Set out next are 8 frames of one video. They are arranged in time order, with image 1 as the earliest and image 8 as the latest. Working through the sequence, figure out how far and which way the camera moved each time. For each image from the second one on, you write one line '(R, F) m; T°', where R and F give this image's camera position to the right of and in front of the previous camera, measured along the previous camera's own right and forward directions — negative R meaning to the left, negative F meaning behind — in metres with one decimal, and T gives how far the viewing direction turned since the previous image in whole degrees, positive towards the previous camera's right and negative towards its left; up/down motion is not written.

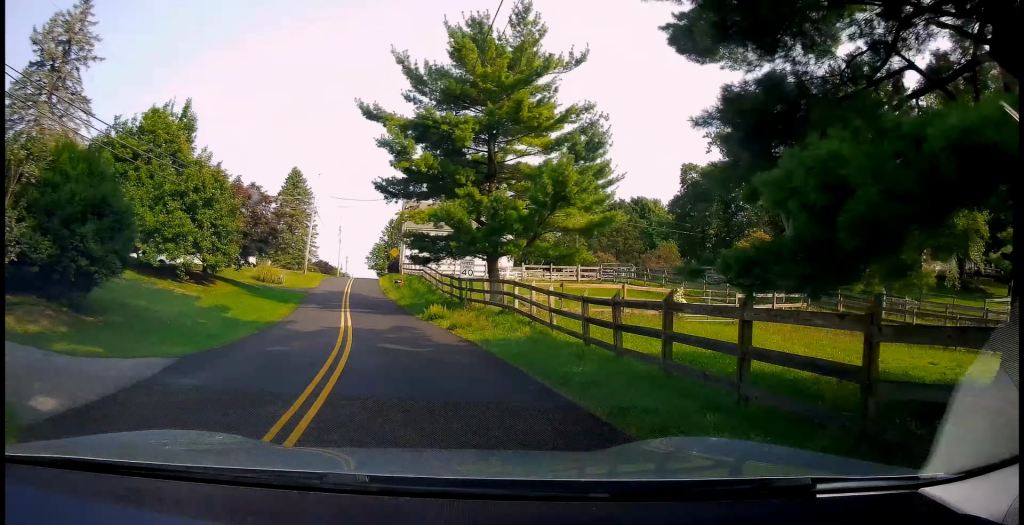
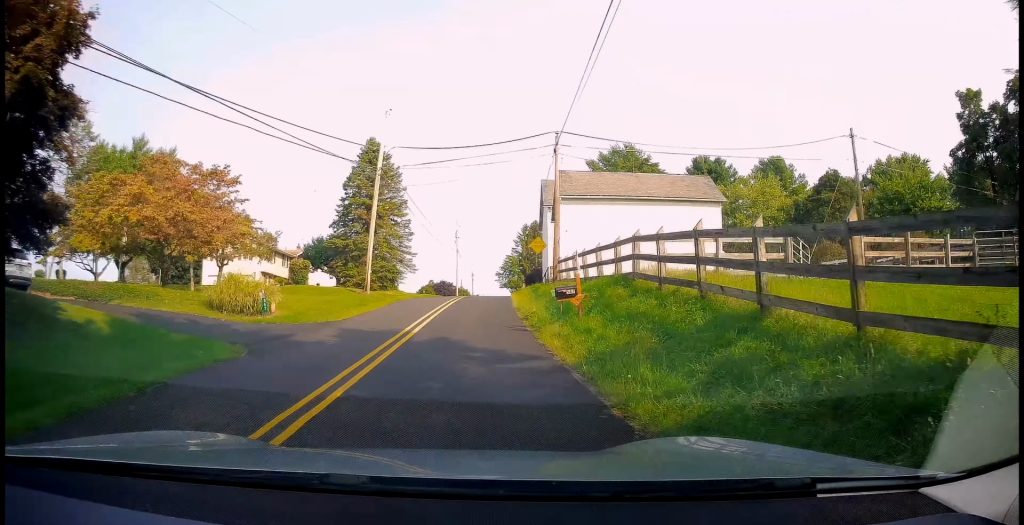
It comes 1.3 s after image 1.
(-3.8, +25.0) m; -12°
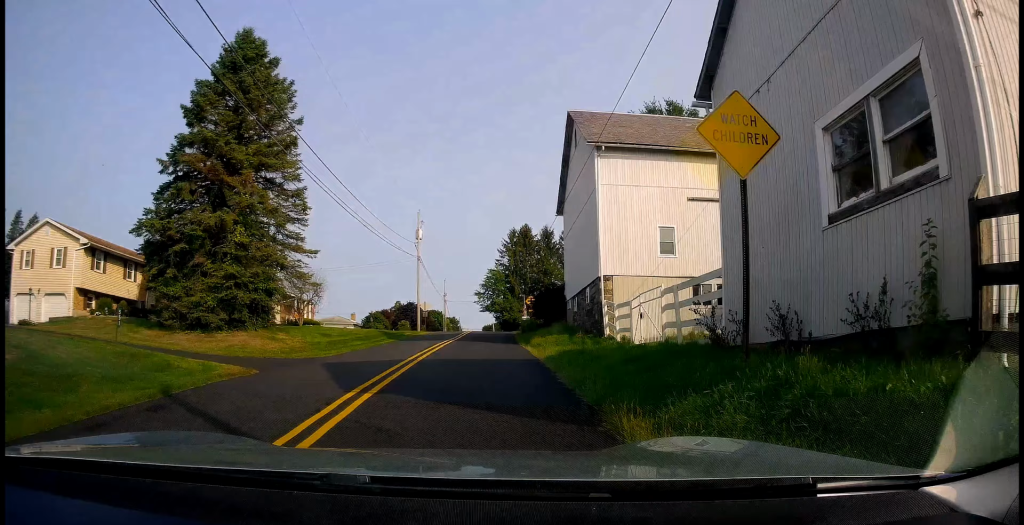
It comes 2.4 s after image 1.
(-1.0, +26.1) m; -2°
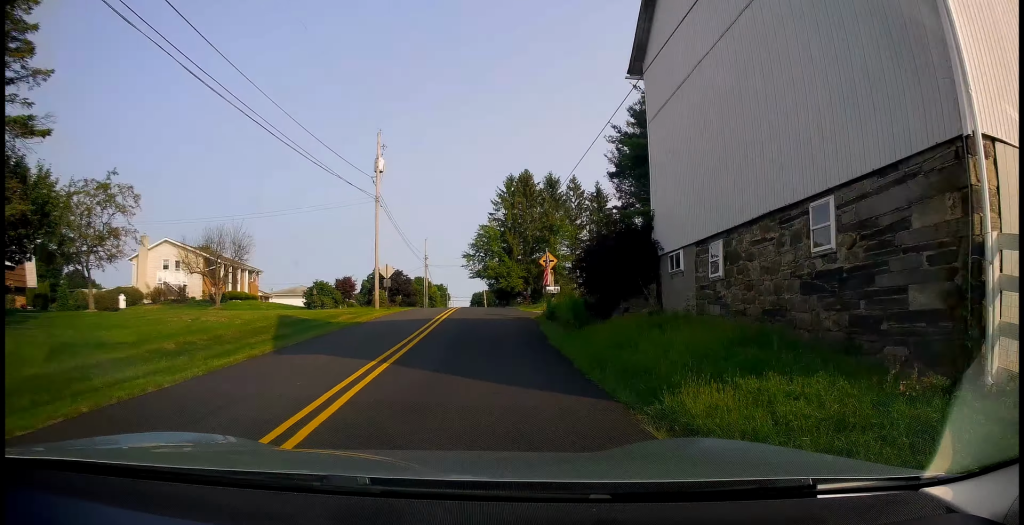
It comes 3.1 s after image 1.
(+0.1, +18.0) m; +1°
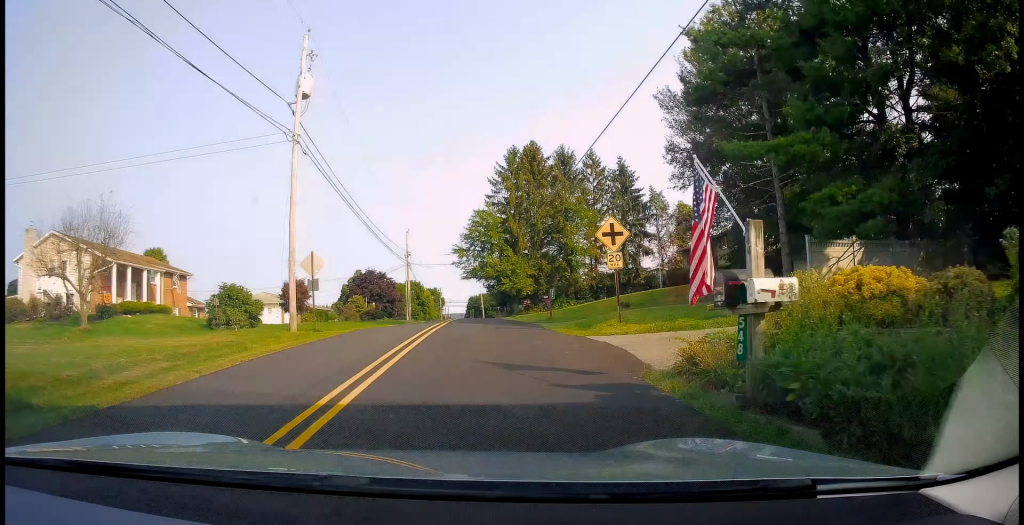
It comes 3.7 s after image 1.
(+0.2, +16.6) m; +1°
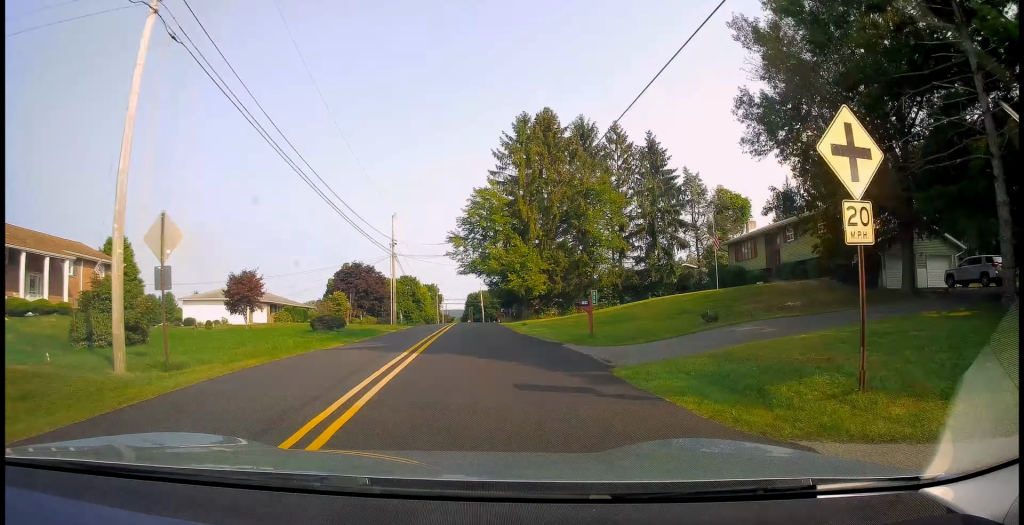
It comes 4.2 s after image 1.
(0.0, +11.9) m; +1°
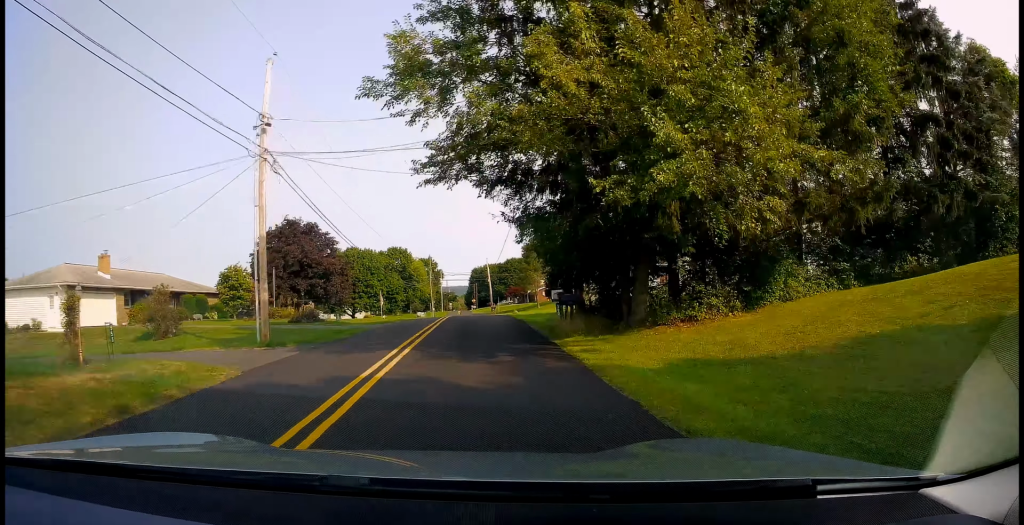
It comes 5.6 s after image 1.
(+0.5, +33.7) m; +1°
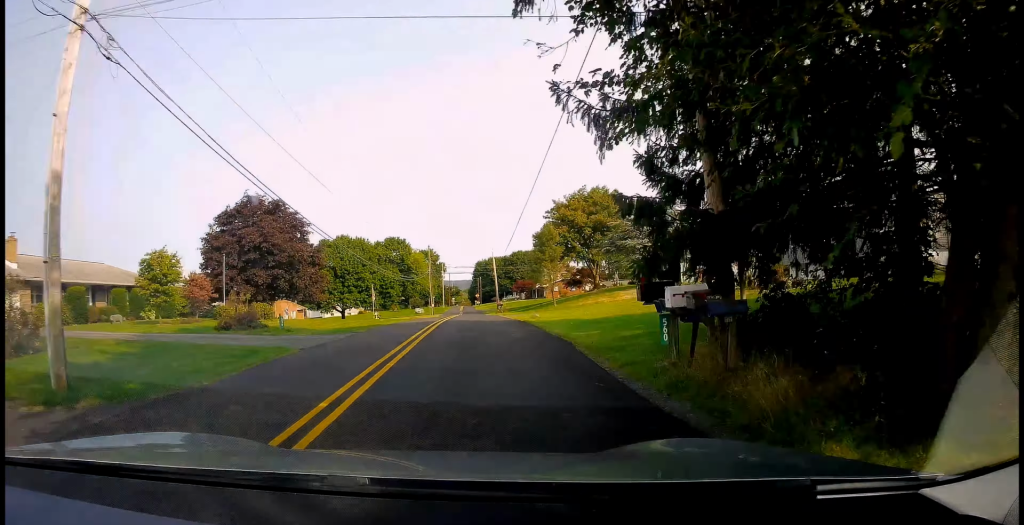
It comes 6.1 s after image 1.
(0.0, +11.3) m; 0°
